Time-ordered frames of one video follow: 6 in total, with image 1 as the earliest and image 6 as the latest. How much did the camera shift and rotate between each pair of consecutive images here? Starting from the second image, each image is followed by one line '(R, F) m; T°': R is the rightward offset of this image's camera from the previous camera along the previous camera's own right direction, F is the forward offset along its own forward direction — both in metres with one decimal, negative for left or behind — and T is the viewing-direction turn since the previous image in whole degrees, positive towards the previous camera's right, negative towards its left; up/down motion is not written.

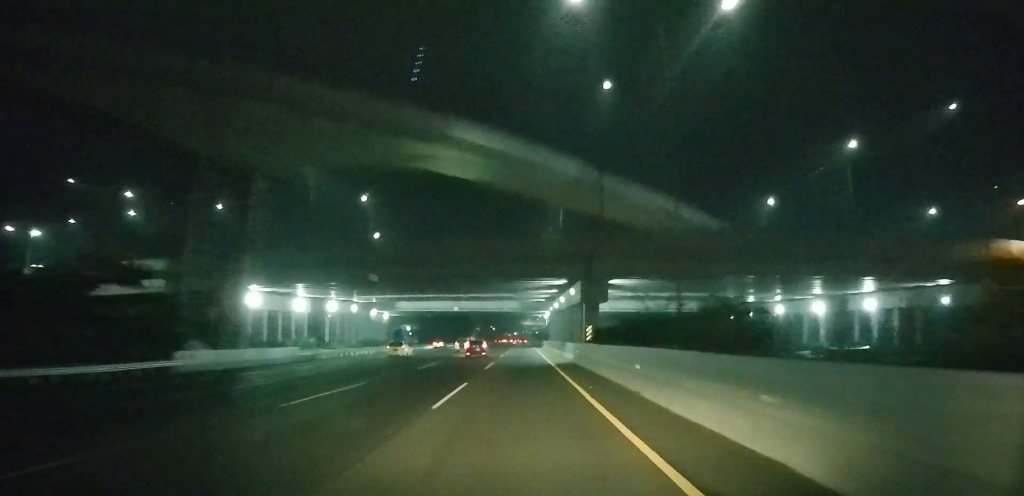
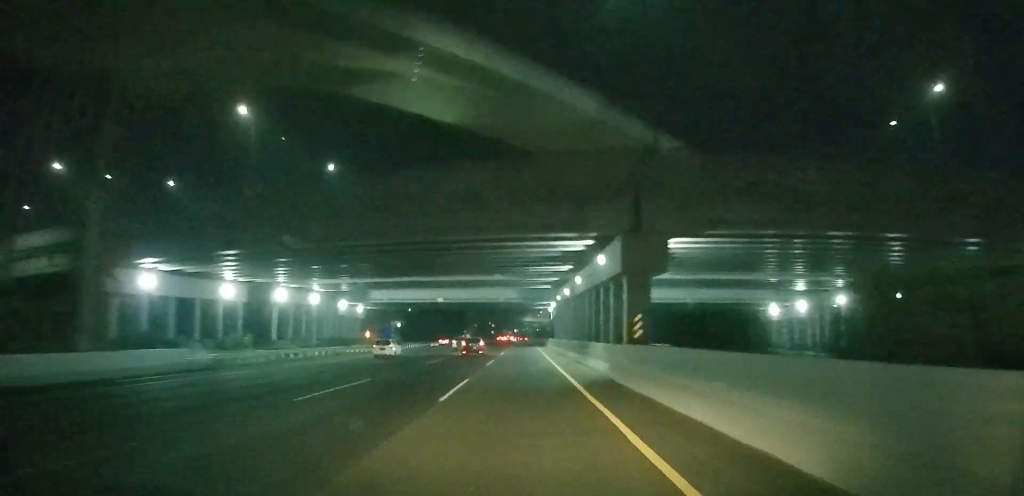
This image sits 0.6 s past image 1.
(0.0, +20.6) m; 0°
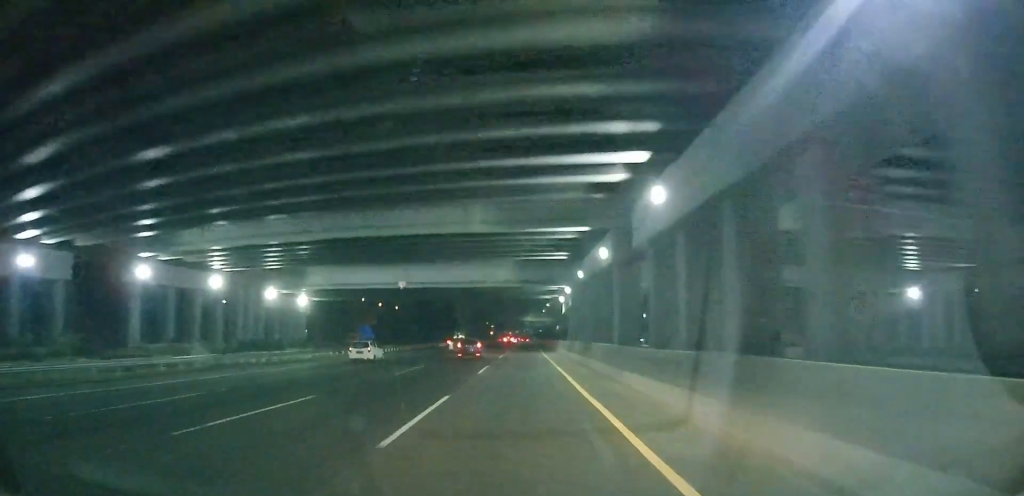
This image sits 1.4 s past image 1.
(0.0, +27.3) m; 0°
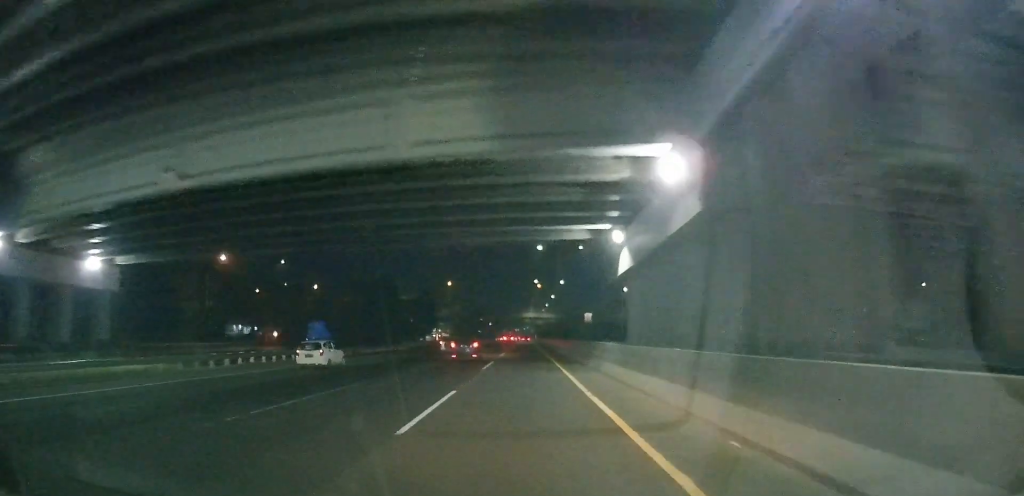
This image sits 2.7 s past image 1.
(-0.2, +39.6) m; 0°
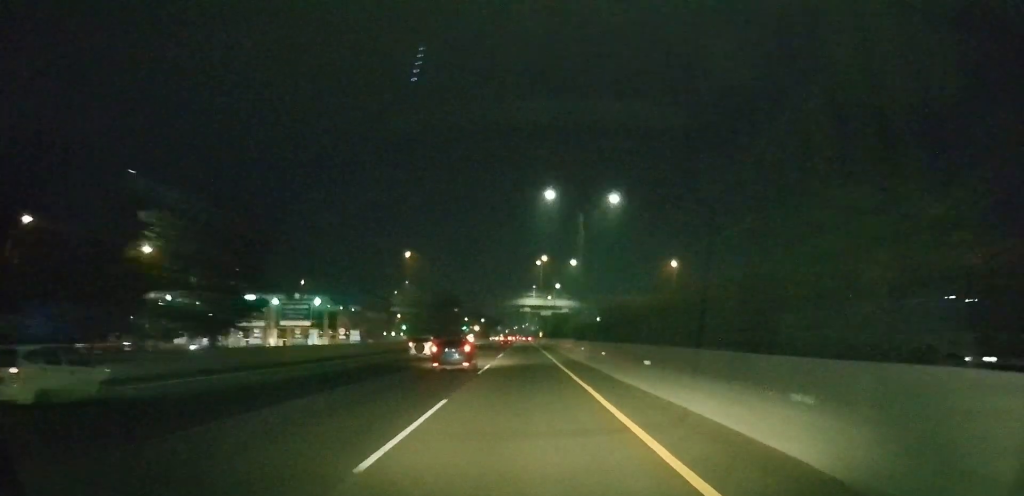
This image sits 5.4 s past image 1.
(+2.3, +74.1) m; +2°
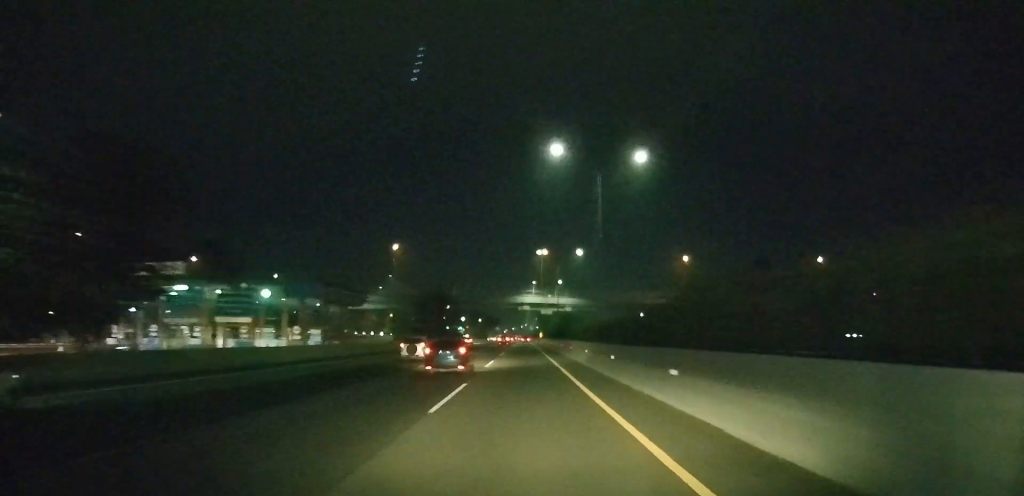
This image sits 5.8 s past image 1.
(0.0, +11.1) m; 0°
